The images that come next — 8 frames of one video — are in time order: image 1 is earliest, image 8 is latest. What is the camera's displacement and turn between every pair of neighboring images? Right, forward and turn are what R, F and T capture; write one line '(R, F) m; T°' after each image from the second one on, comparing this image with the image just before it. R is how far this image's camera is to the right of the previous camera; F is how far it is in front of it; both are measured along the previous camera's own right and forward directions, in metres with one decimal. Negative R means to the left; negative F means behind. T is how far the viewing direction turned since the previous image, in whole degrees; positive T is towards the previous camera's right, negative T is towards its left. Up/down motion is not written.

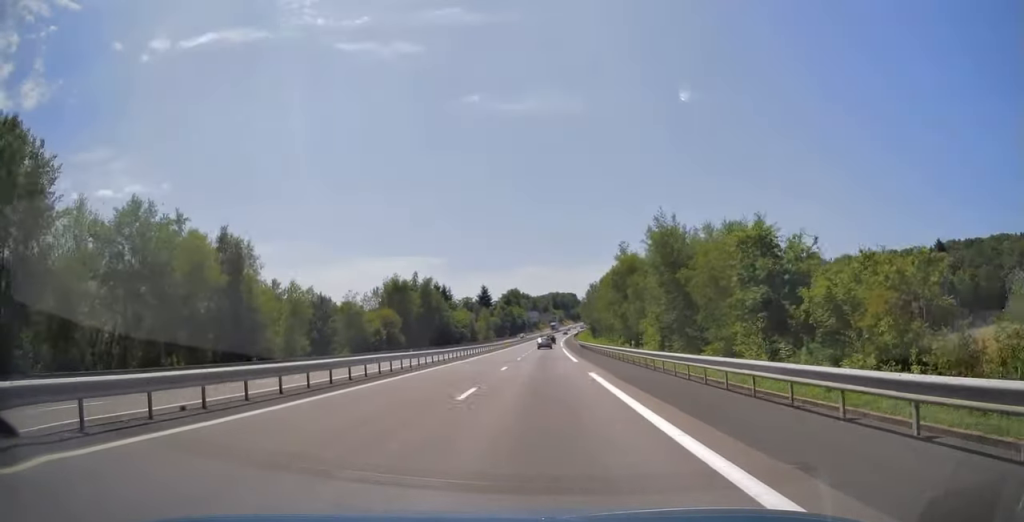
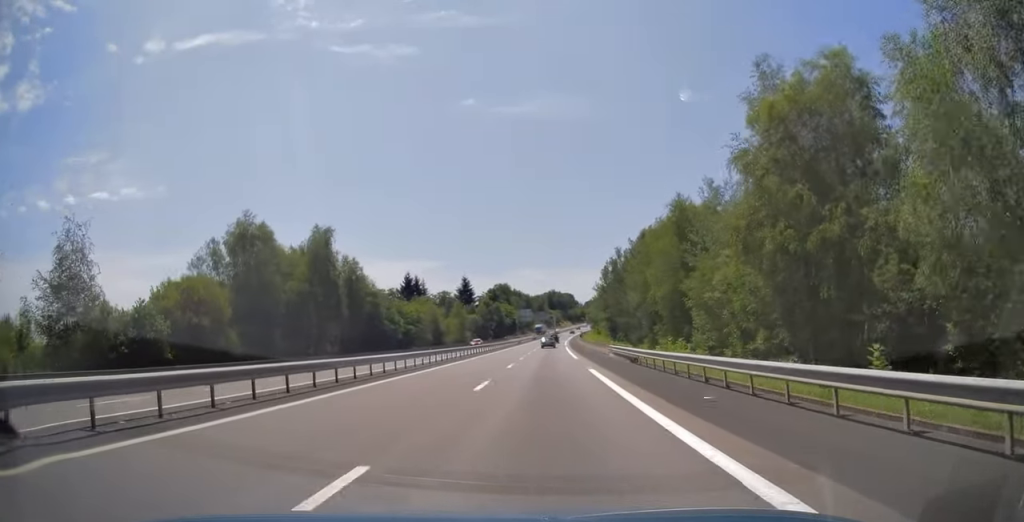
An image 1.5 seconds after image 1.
(0.0, +49.9) m; 0°
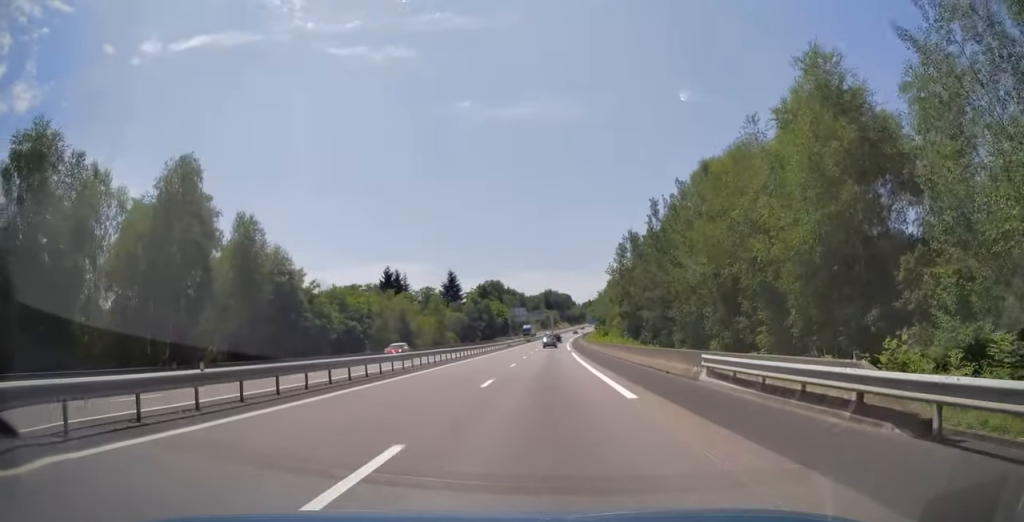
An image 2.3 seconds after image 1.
(+0.1, +24.9) m; 0°
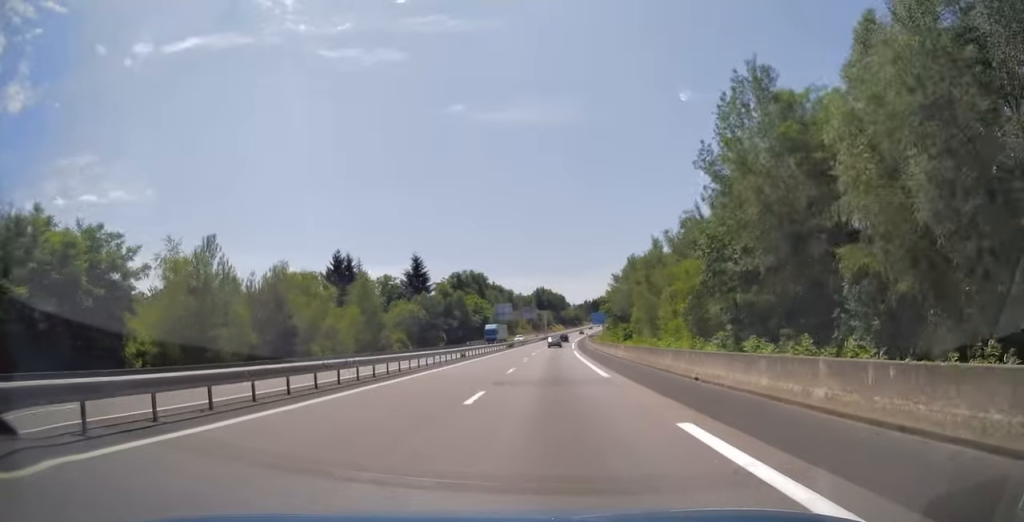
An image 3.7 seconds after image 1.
(+0.3, +43.8) m; +1°
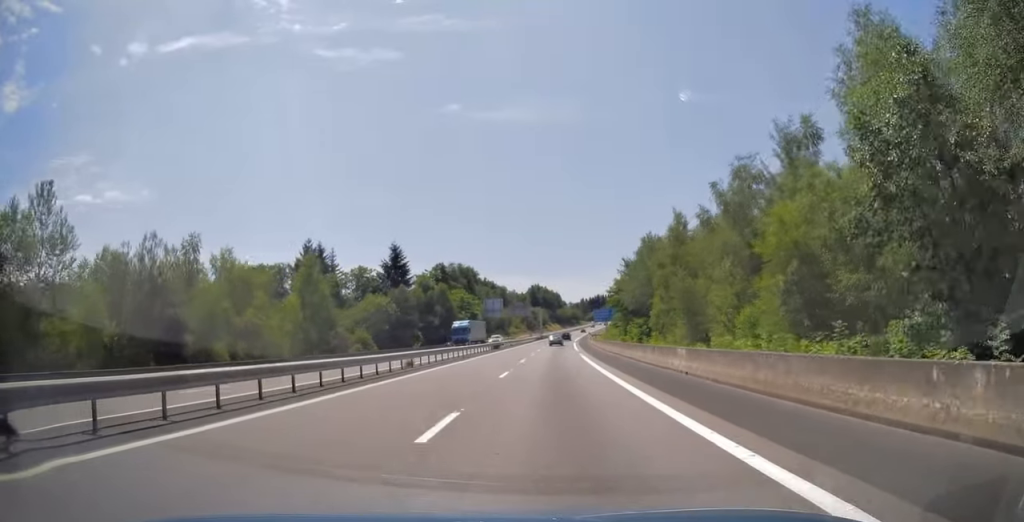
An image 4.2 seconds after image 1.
(+0.1, +17.8) m; 0°
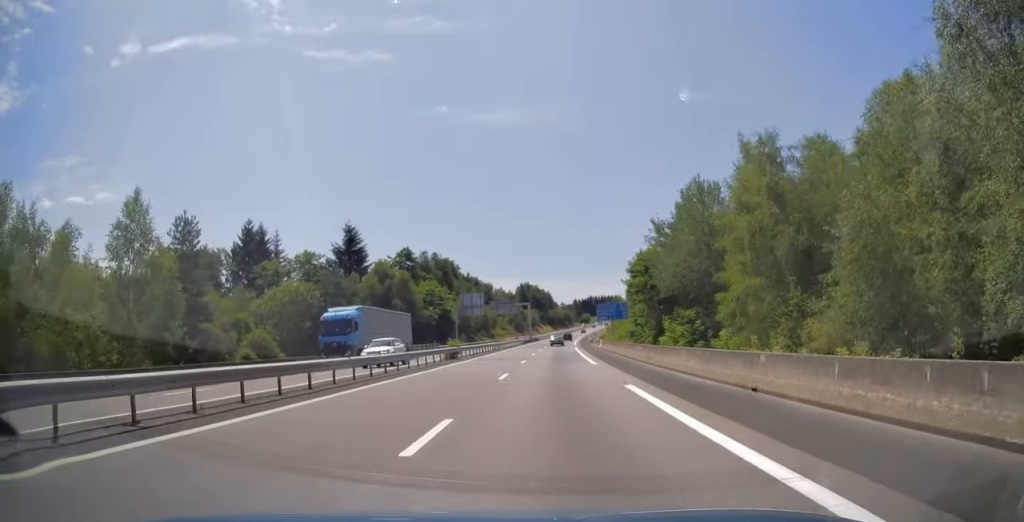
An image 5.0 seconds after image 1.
(+0.2, +27.0) m; +1°
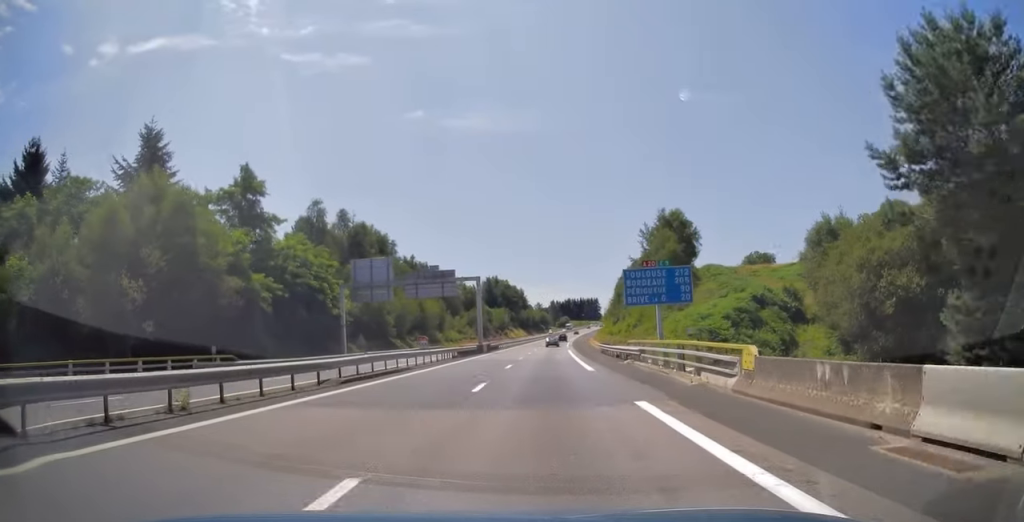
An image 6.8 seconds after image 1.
(+0.8, +56.7) m; +2°
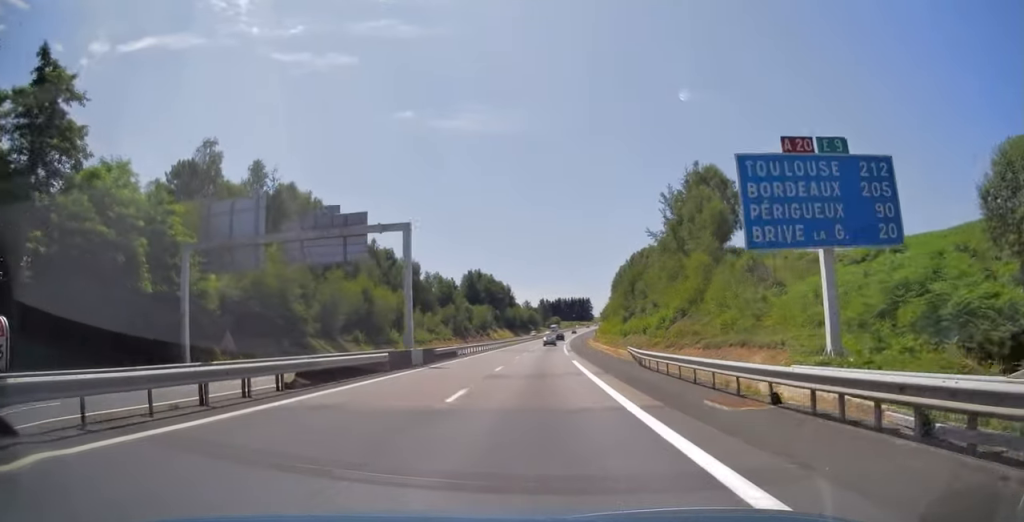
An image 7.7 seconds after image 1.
(+0.2, +28.4) m; +1°
